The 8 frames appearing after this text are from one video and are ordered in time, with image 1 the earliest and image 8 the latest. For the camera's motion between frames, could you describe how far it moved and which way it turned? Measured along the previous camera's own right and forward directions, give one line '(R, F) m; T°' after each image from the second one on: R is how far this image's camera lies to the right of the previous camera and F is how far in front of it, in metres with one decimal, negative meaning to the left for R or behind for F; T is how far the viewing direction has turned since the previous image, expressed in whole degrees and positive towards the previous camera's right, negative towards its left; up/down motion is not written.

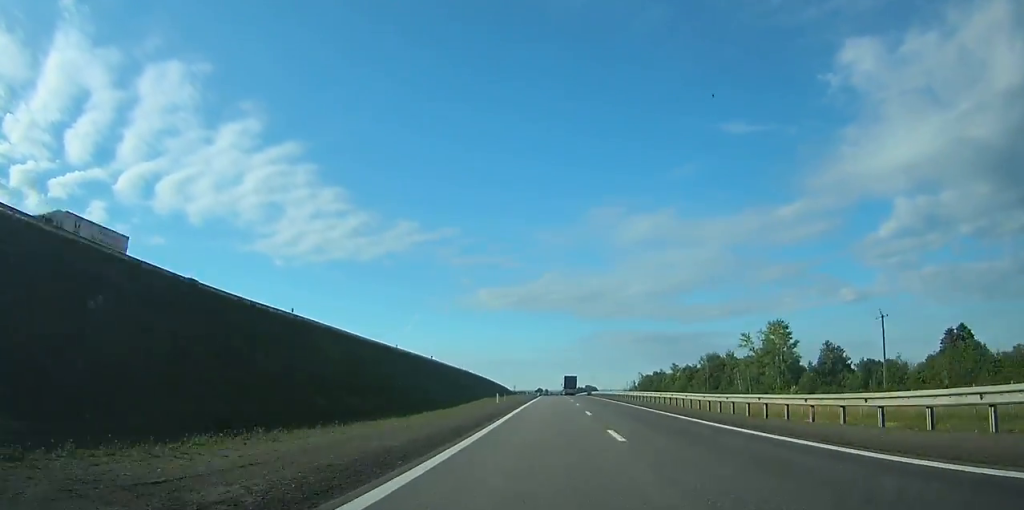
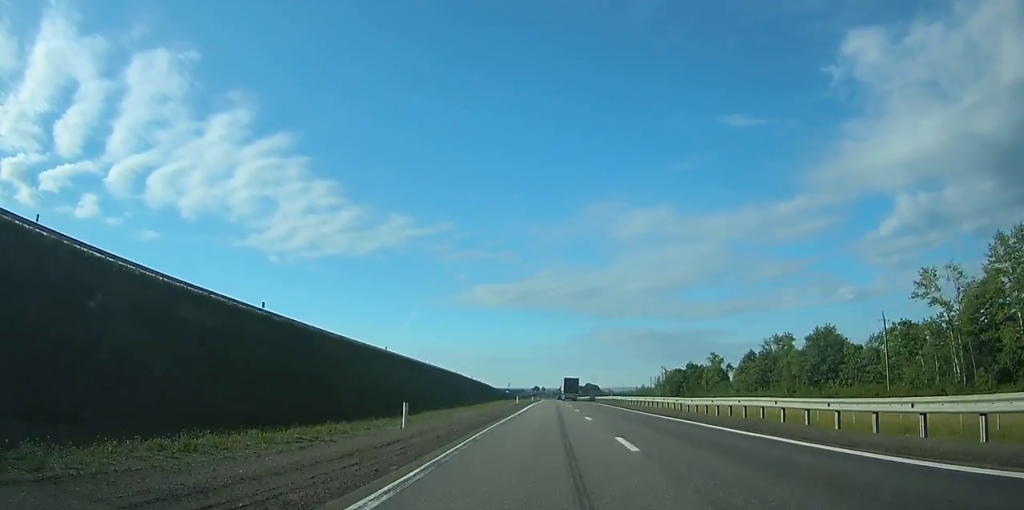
(-0.8, +79.4) m; -1°
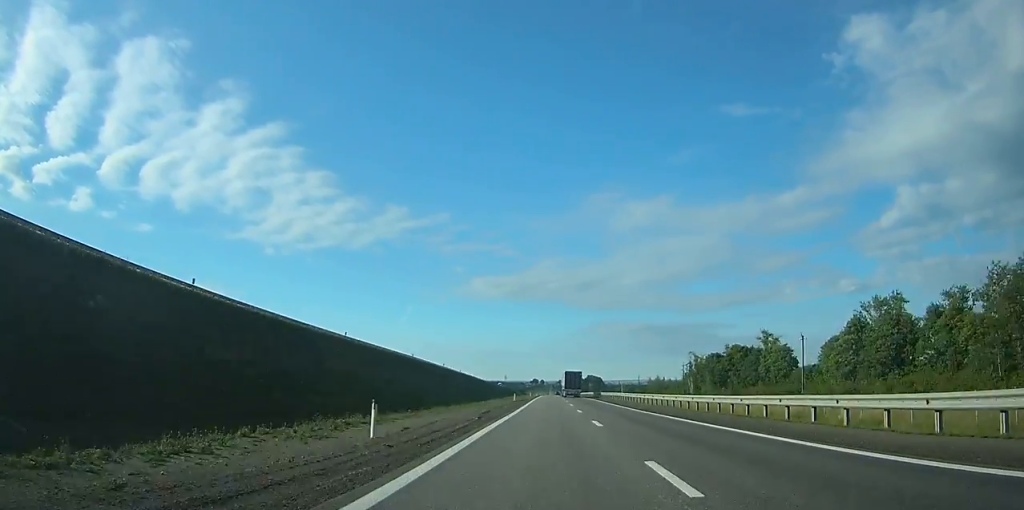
(+0.1, +54.5) m; 0°
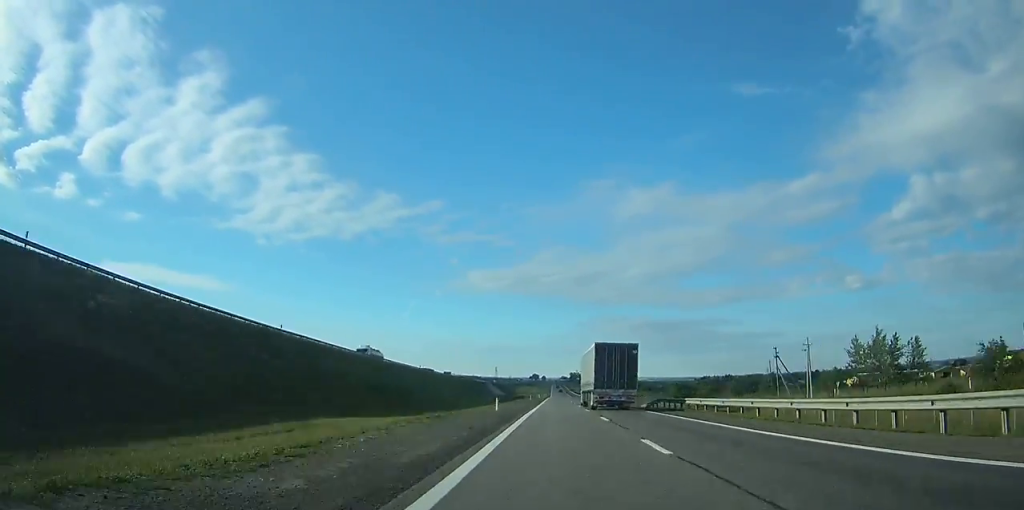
(-0.4, +216.0) m; 0°
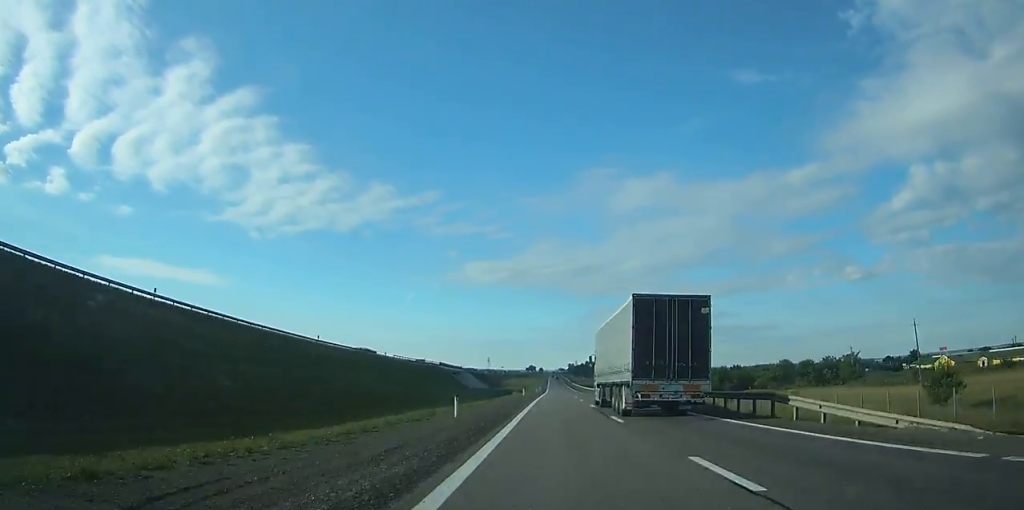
(+0.5, +61.8) m; 0°
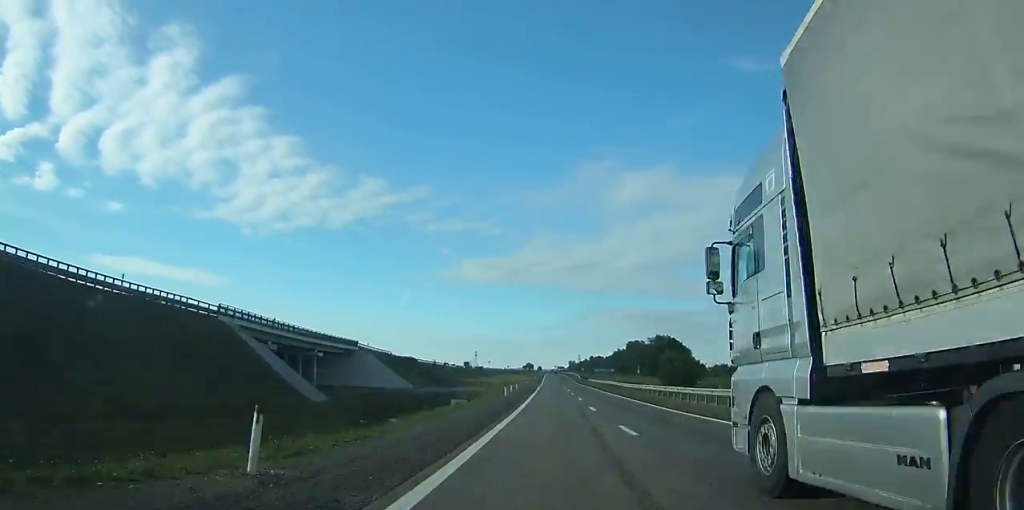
(+0.4, +104.6) m; 0°
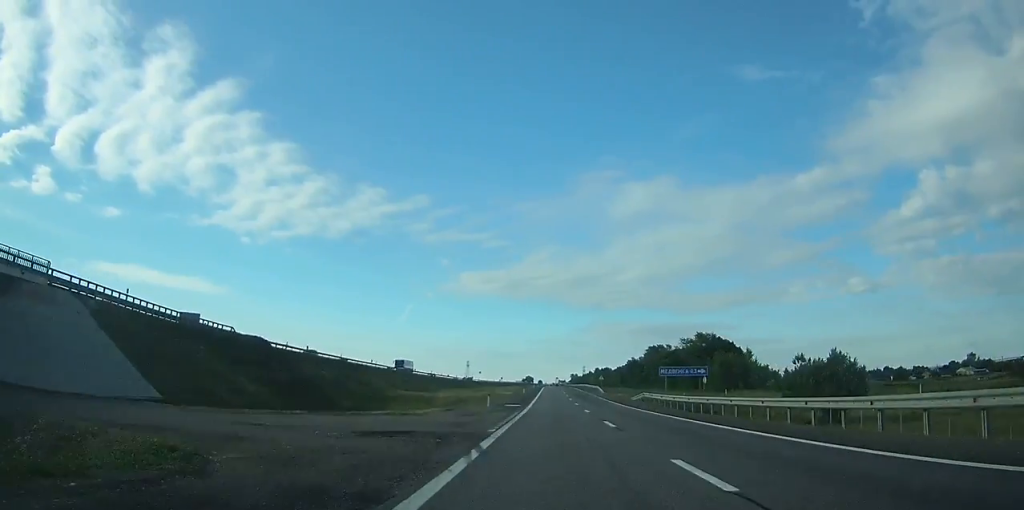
(+0.1, +62.2) m; 0°
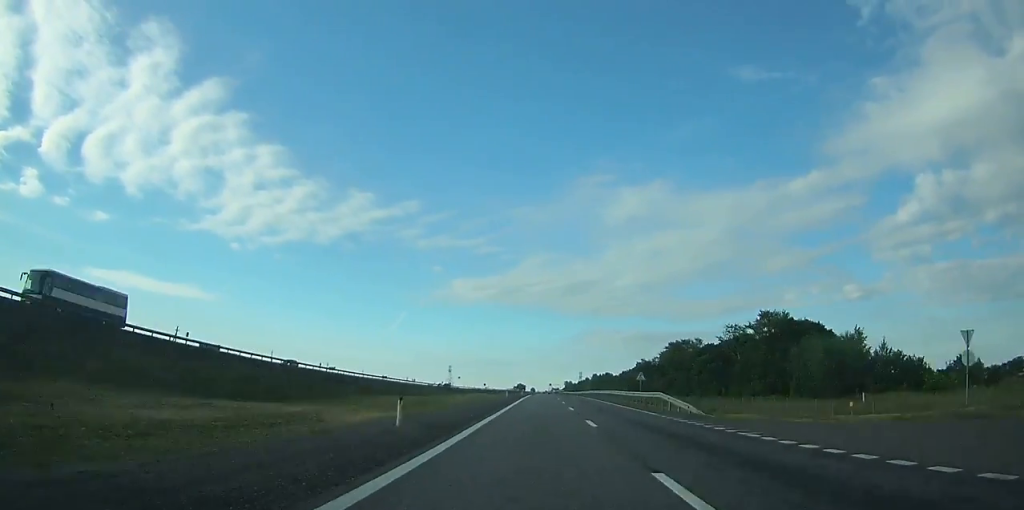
(0.0, +59.1) m; 0°
